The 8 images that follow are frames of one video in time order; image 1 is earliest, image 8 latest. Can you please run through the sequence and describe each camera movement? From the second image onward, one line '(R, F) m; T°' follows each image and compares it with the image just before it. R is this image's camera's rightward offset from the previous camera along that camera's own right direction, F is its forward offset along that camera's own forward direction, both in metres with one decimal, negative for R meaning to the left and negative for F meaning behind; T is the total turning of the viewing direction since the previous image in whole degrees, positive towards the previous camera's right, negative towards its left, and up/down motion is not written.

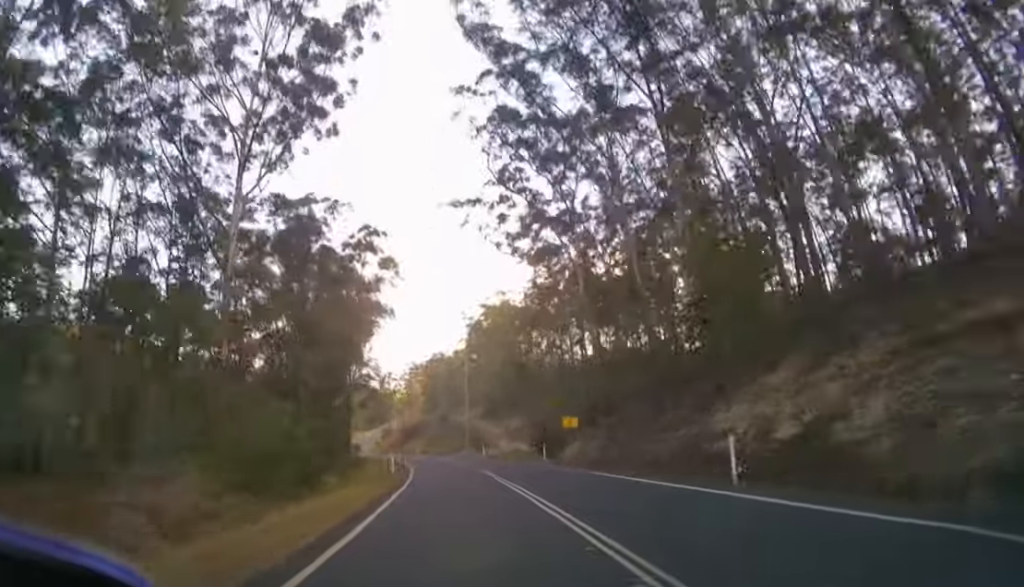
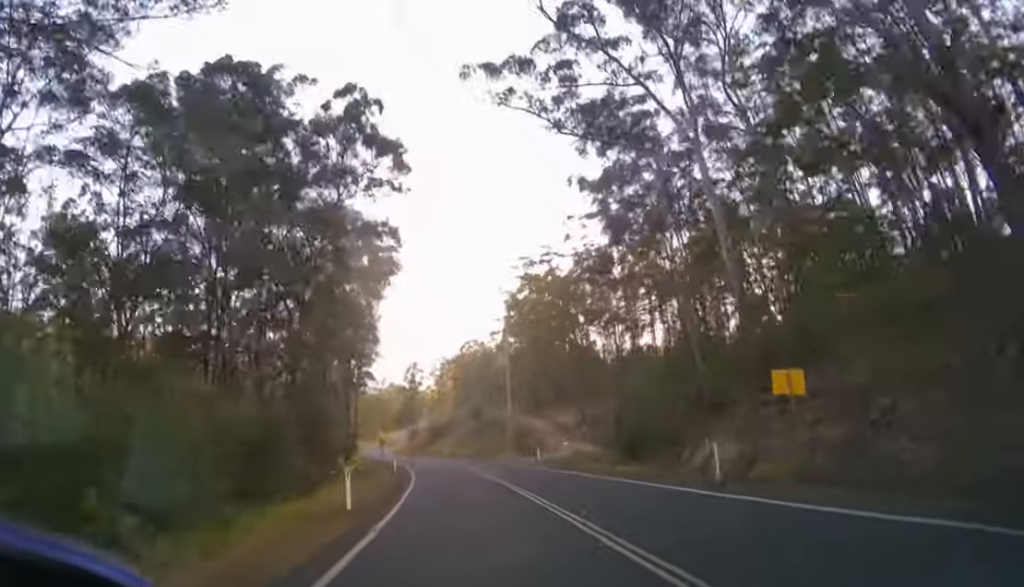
(-0.4, +19.9) m; -4°
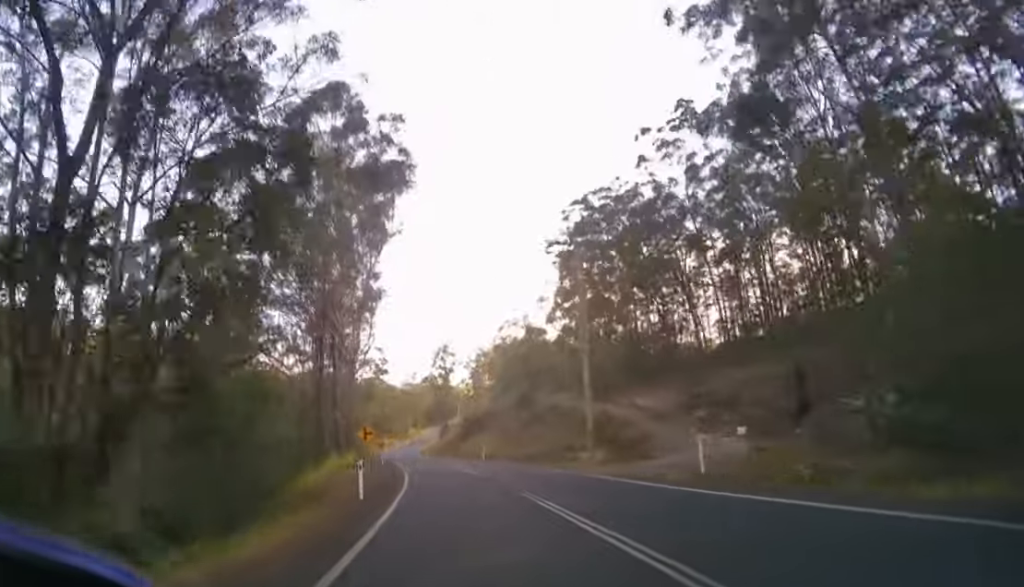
(-0.8, +21.1) m; -5°
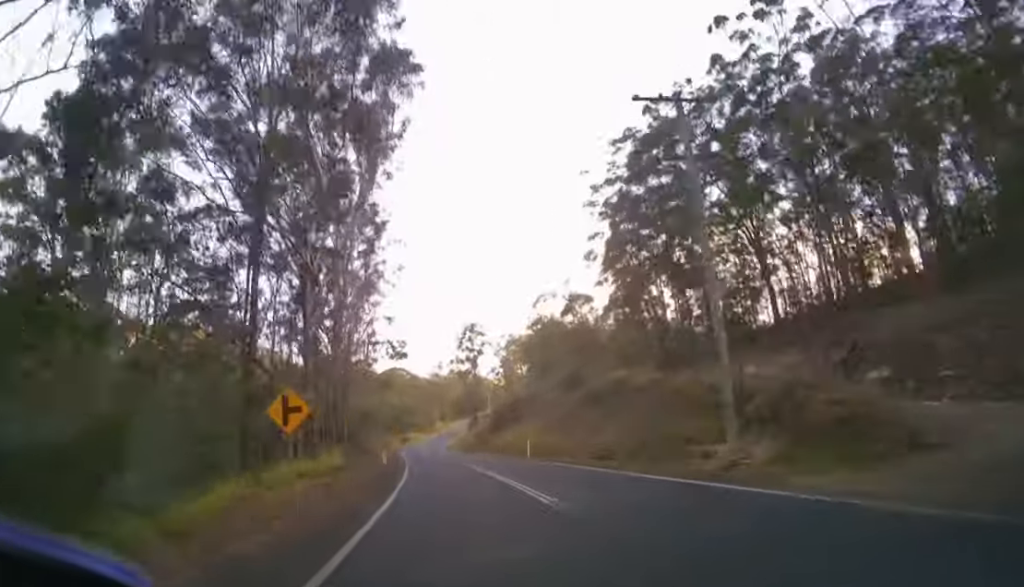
(-0.7, +15.8) m; -2°
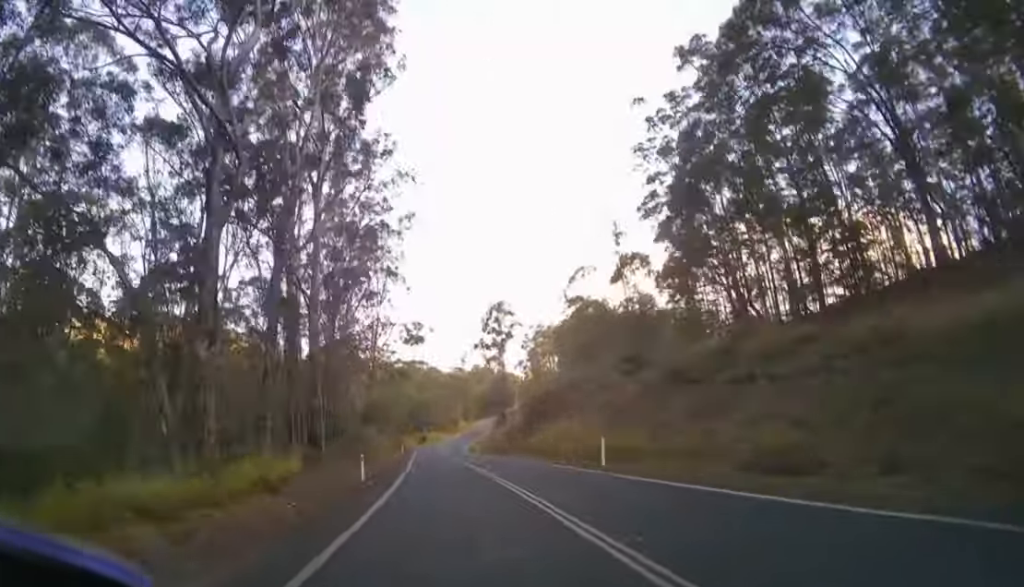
(-0.3, +14.5) m; -2°
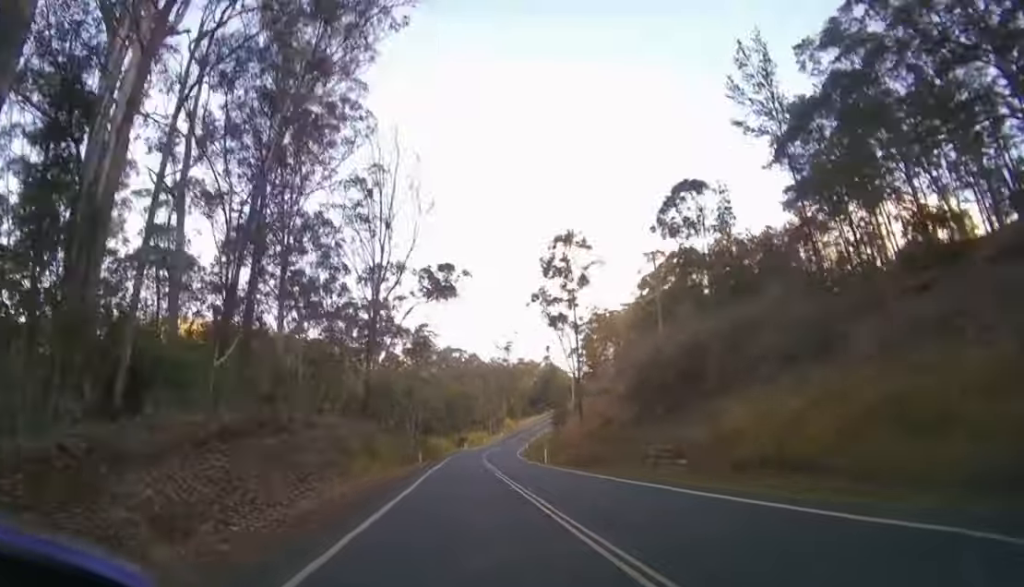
(-1.0, +27.4) m; -4°
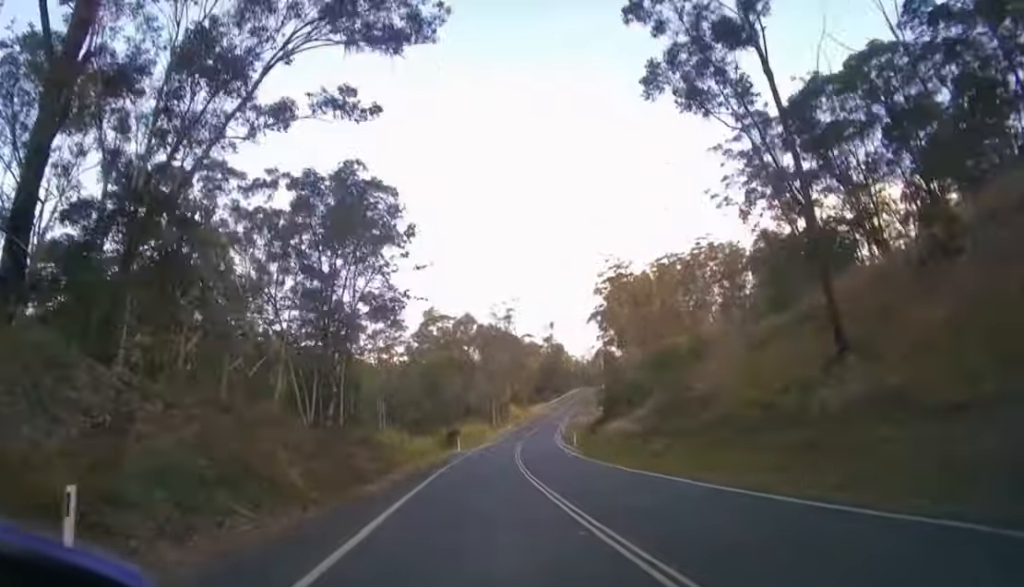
(-0.7, +31.4) m; 0°
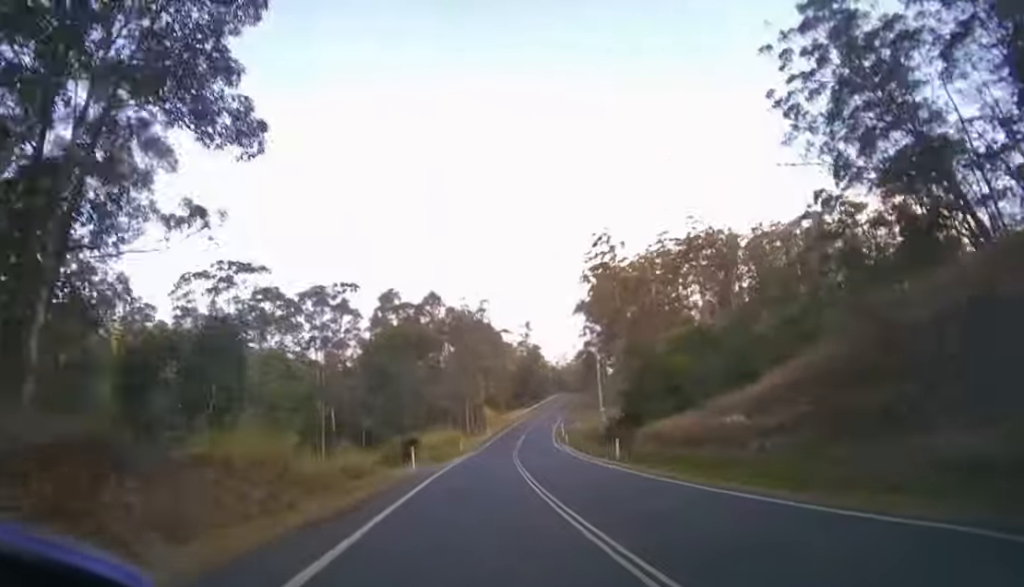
(+0.2, +14.4) m; +2°
